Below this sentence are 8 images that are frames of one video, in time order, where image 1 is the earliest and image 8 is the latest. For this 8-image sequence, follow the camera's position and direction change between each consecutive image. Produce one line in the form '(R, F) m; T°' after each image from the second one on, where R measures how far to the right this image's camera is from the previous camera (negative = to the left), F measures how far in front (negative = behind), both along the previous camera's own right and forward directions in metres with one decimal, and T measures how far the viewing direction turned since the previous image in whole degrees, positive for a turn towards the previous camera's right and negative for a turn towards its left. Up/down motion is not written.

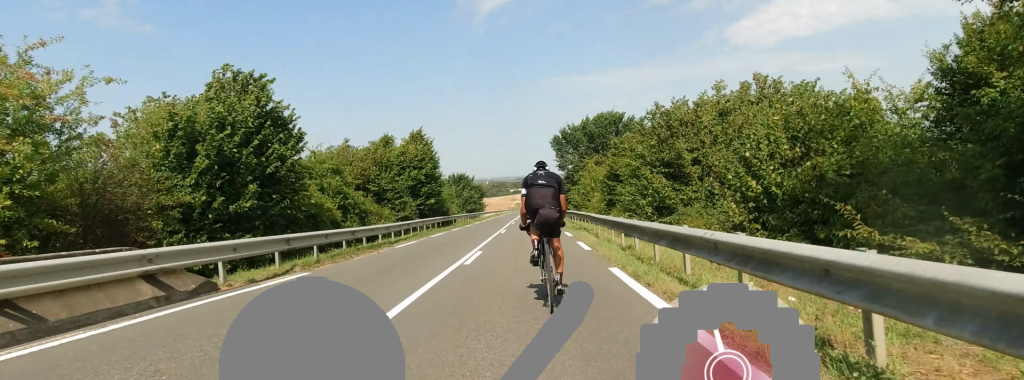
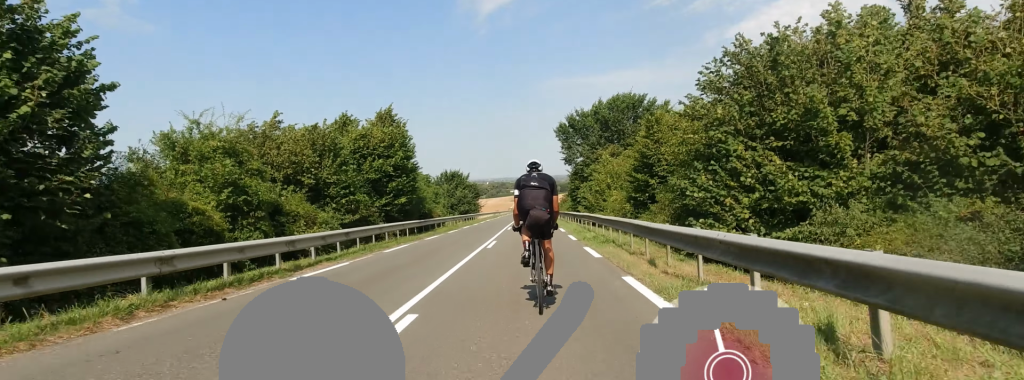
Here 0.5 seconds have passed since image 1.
(+0.9, +7.7) m; 0°
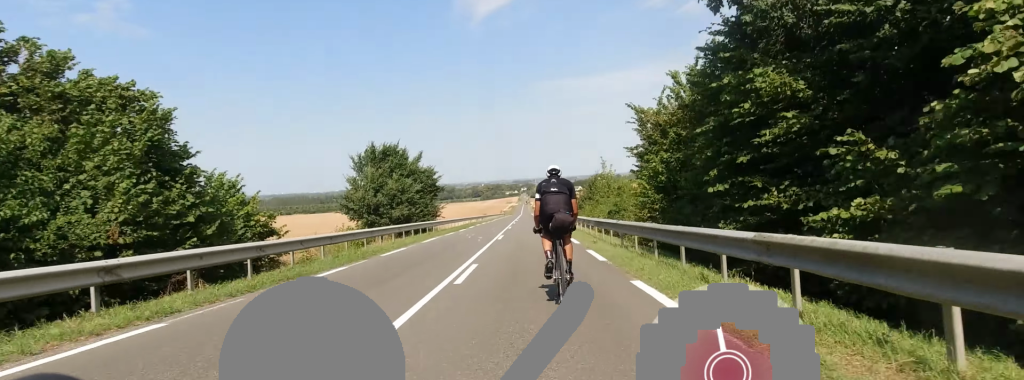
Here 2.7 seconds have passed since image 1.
(-1.6, +32.4) m; -1°
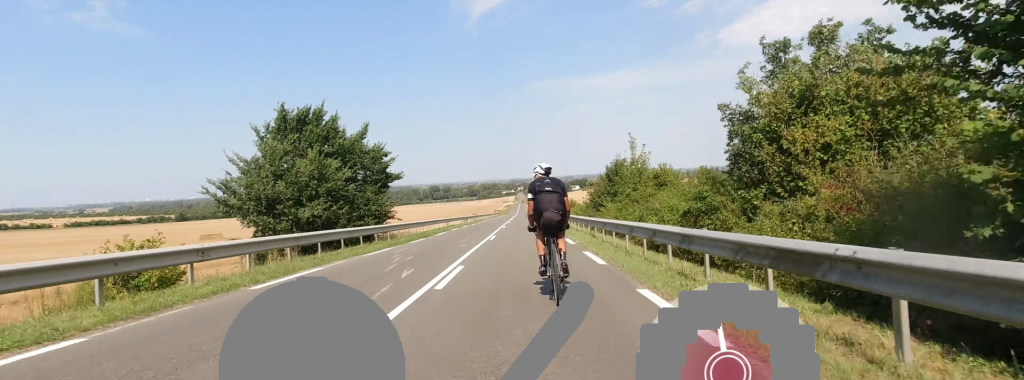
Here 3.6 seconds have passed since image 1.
(0.0, +13.8) m; -3°
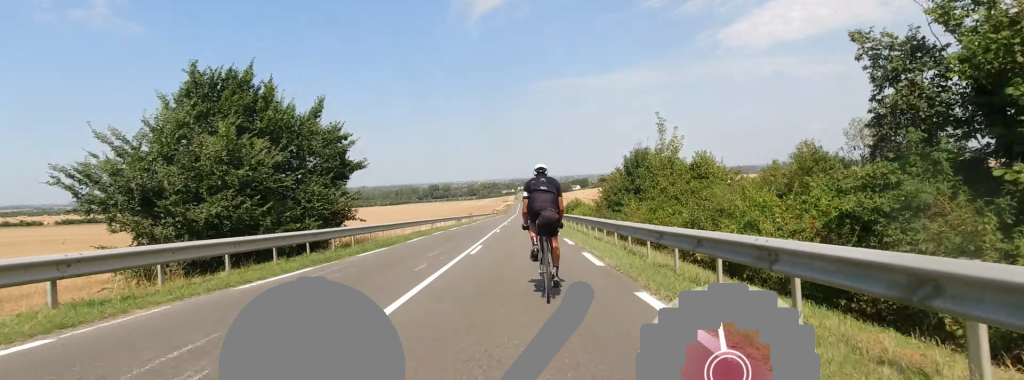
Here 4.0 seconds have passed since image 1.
(-0.3, +6.7) m; 0°
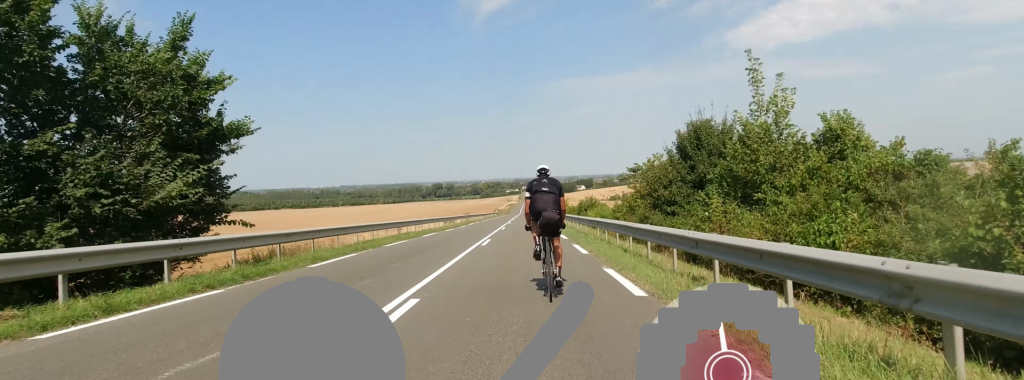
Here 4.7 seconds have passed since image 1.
(-0.5, +9.7) m; 0°
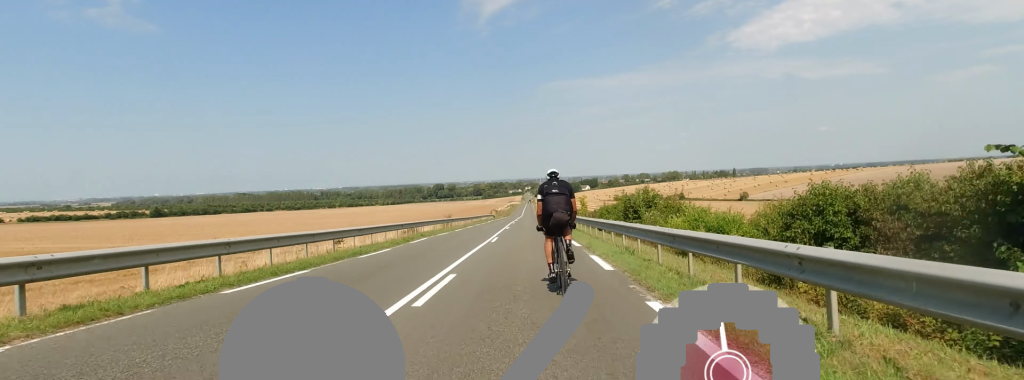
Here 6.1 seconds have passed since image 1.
(+1.1, +22.4) m; +3°
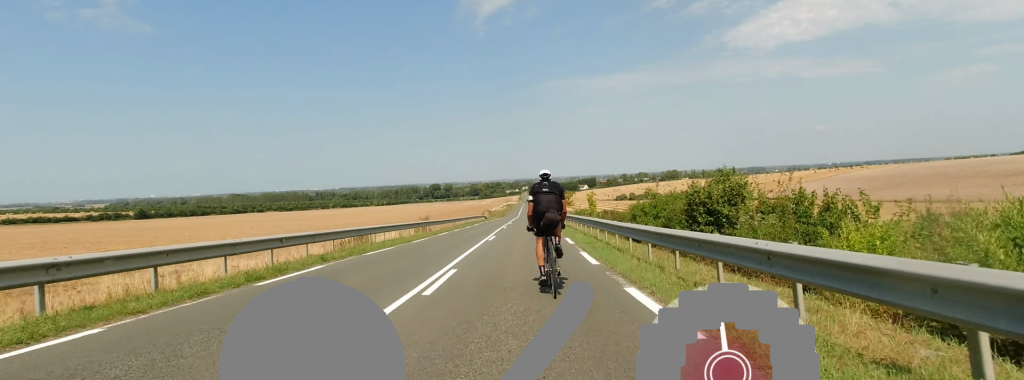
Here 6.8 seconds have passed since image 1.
(0.0, +11.5) m; 0°
